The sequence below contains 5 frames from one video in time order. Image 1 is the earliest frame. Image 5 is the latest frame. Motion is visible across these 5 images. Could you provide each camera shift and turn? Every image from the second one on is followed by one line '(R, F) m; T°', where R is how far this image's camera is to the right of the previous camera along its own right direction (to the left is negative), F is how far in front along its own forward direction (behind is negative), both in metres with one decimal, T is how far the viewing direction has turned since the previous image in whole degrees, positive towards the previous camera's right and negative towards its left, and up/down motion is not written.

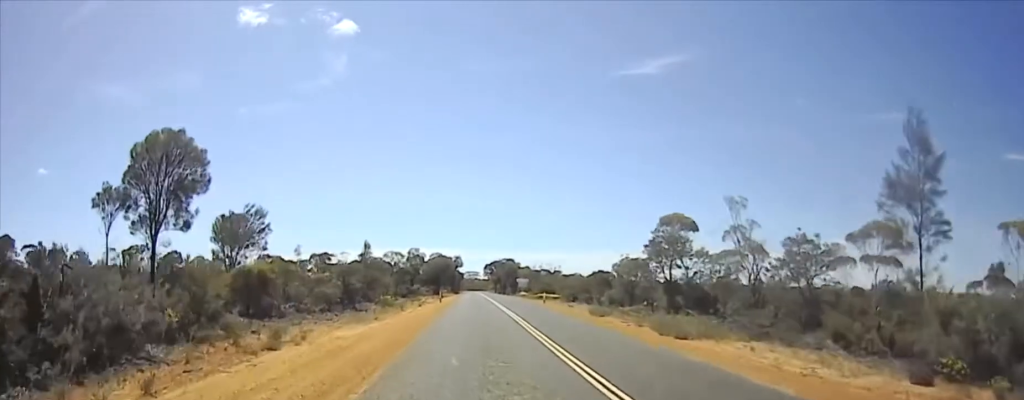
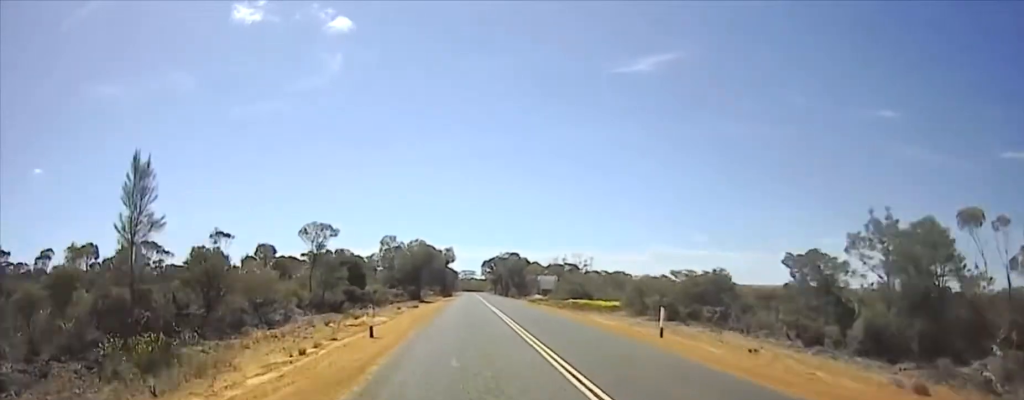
(+1.3, +32.7) m; +3°
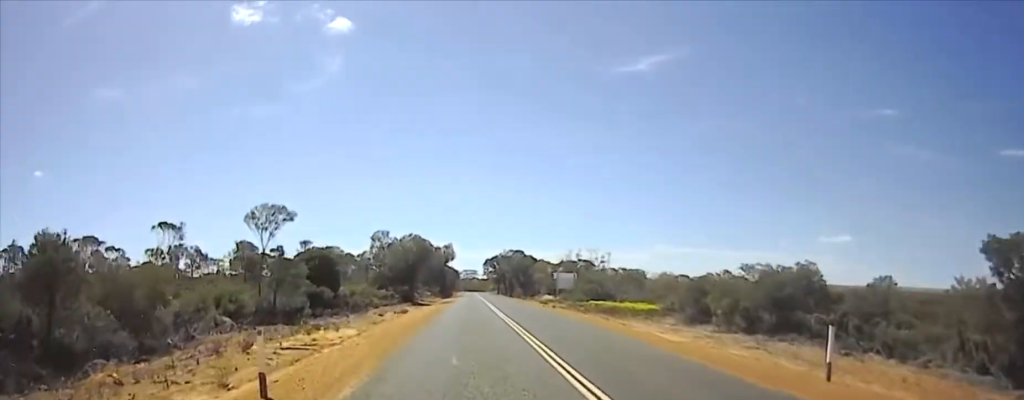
(+0.1, +10.6) m; 0°
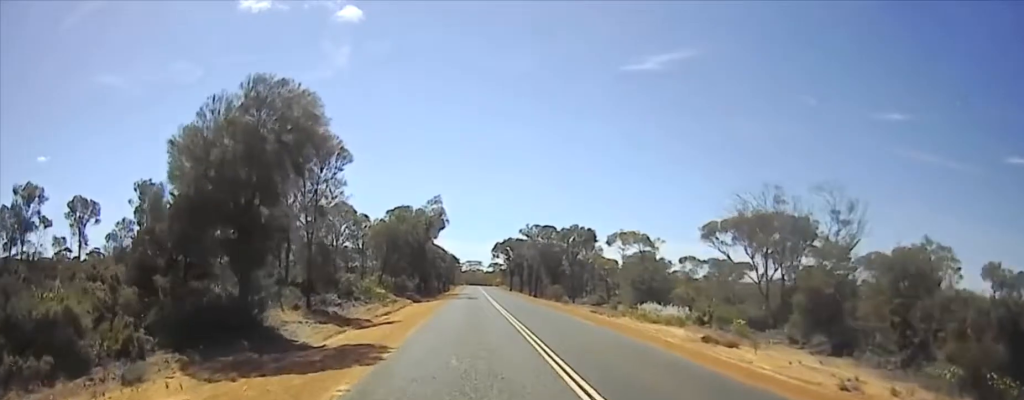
(+0.8, +45.6) m; +2°
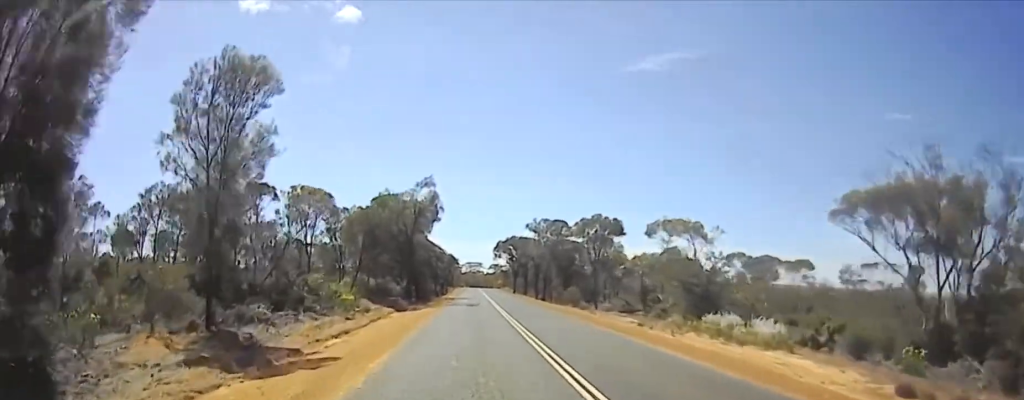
(0.0, +8.8) m; -1°
